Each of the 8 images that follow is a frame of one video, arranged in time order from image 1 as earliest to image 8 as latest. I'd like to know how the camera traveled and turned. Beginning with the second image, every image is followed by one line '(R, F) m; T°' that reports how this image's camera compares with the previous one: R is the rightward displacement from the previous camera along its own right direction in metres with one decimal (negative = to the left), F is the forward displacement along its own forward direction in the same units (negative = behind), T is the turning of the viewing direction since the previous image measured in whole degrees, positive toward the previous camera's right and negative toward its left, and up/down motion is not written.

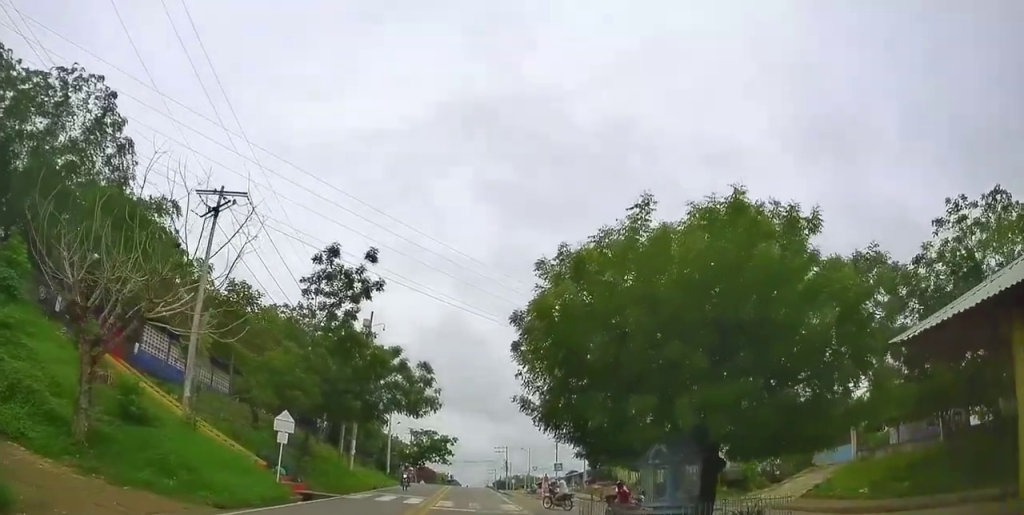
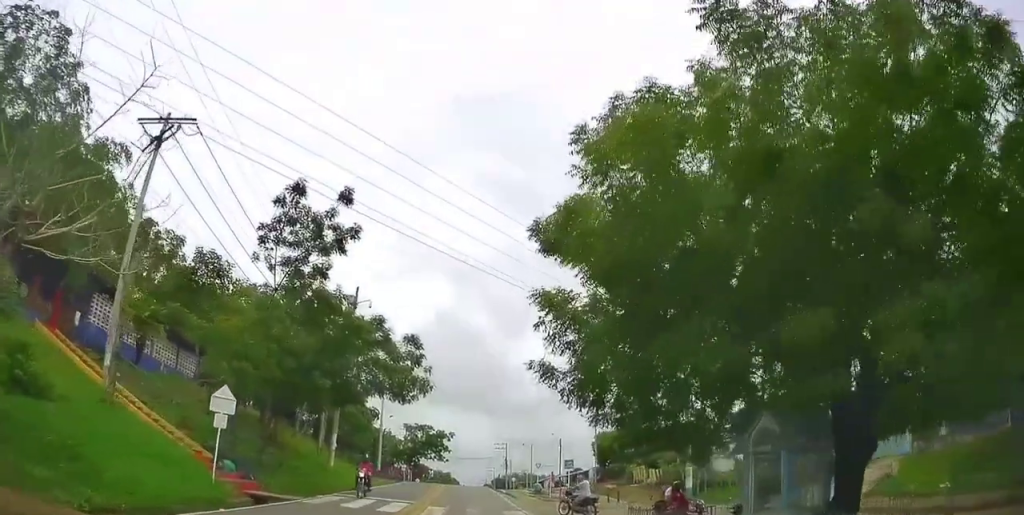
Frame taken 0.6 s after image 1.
(0.0, +5.4) m; +1°
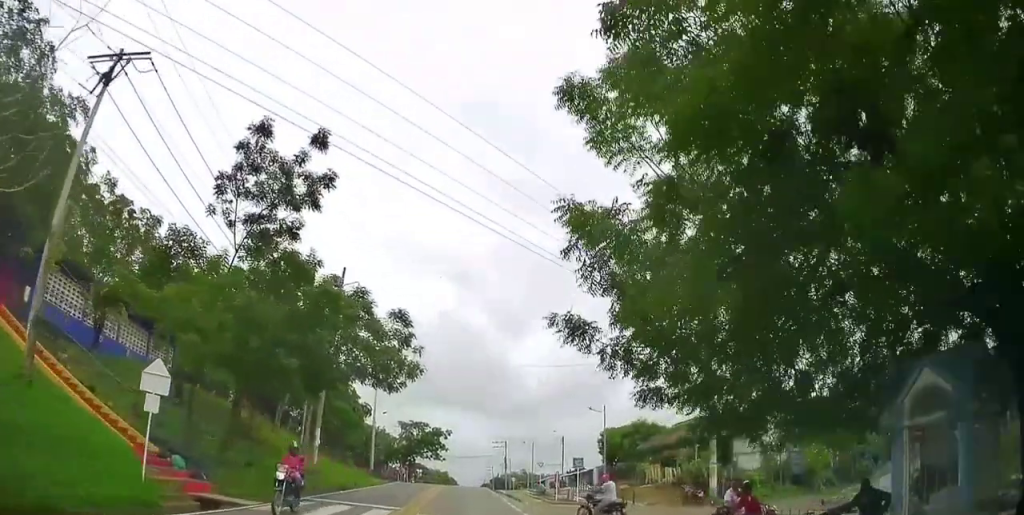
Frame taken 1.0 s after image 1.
(+0.2, +3.7) m; -1°
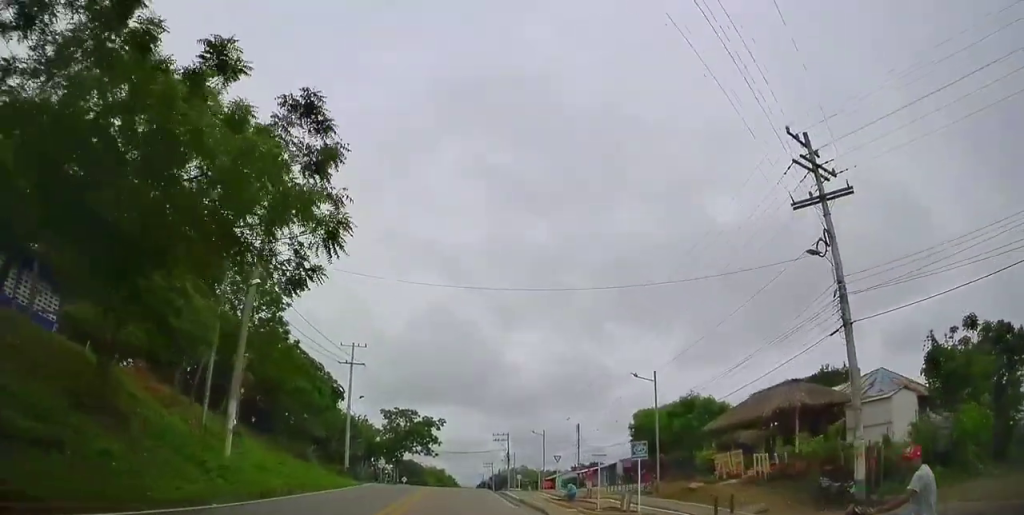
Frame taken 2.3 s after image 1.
(-0.7, +12.2) m; -1°
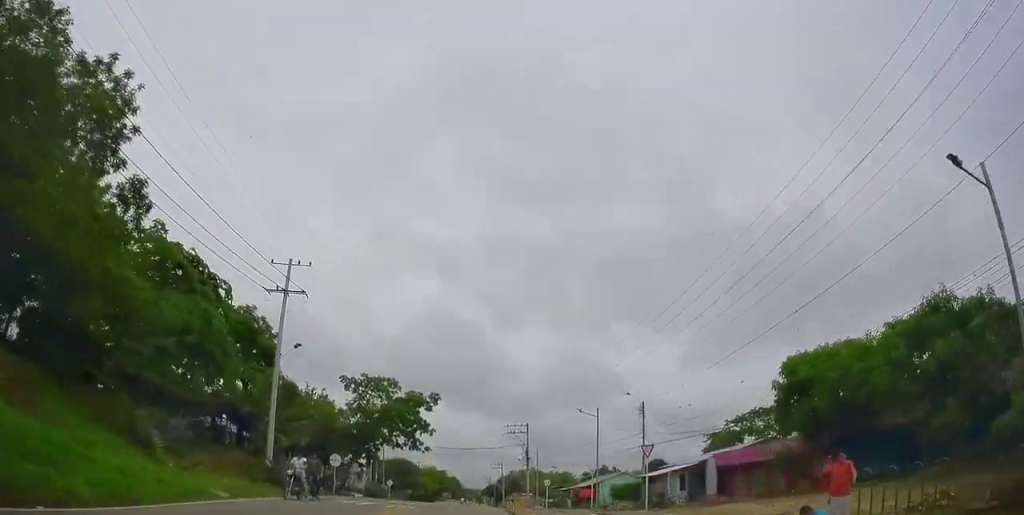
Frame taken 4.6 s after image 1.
(+0.9, +21.6) m; 0°
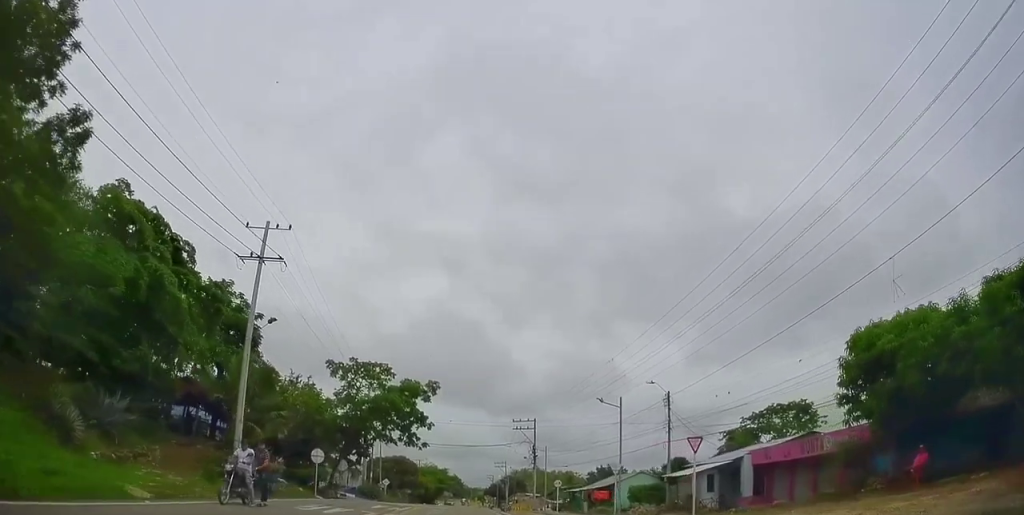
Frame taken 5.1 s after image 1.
(+0.1, +4.9) m; 0°
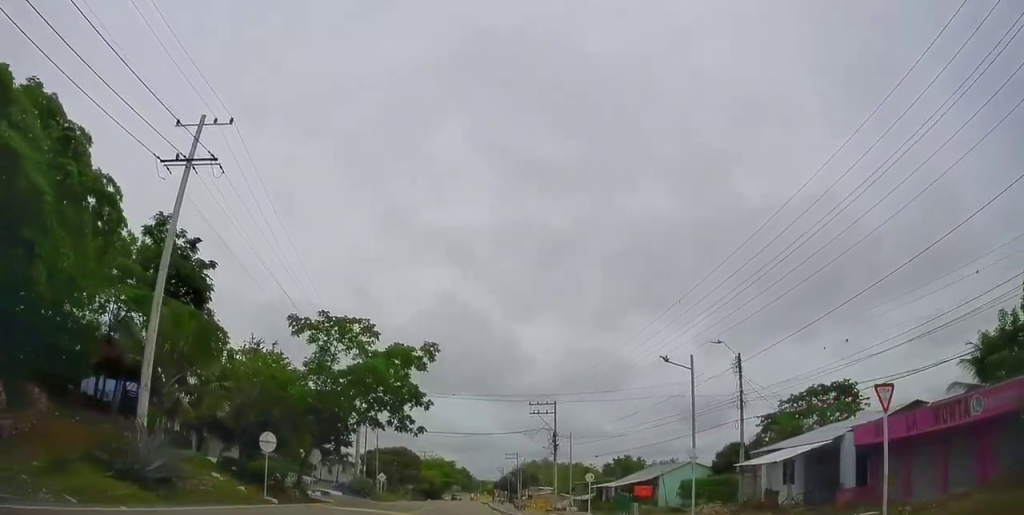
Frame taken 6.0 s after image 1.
(0.0, +9.3) m; -2°
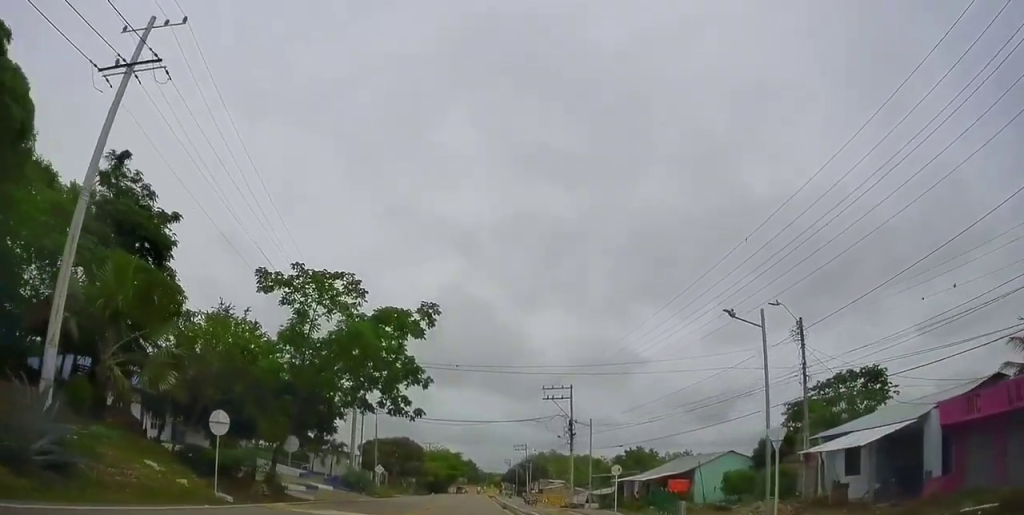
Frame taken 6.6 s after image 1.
(0.0, +5.2) m; -1°
